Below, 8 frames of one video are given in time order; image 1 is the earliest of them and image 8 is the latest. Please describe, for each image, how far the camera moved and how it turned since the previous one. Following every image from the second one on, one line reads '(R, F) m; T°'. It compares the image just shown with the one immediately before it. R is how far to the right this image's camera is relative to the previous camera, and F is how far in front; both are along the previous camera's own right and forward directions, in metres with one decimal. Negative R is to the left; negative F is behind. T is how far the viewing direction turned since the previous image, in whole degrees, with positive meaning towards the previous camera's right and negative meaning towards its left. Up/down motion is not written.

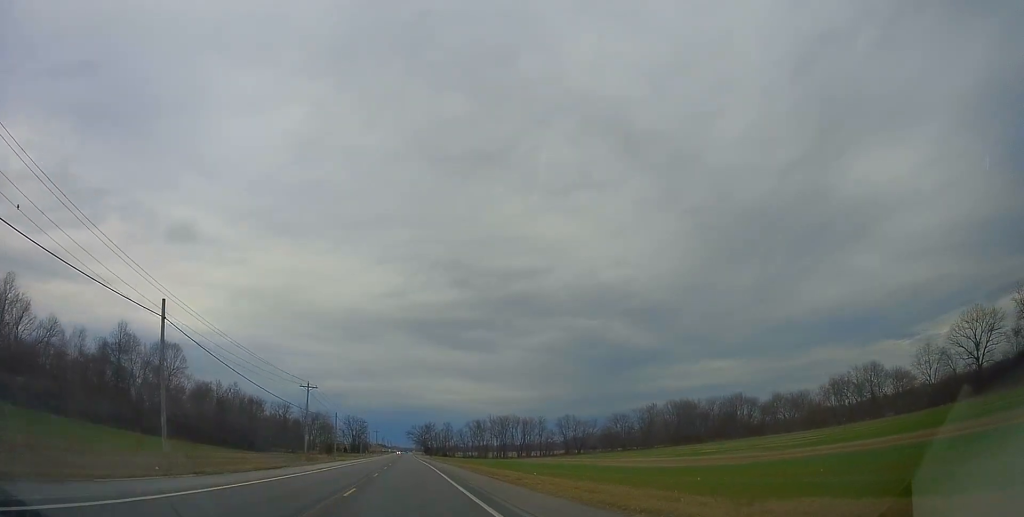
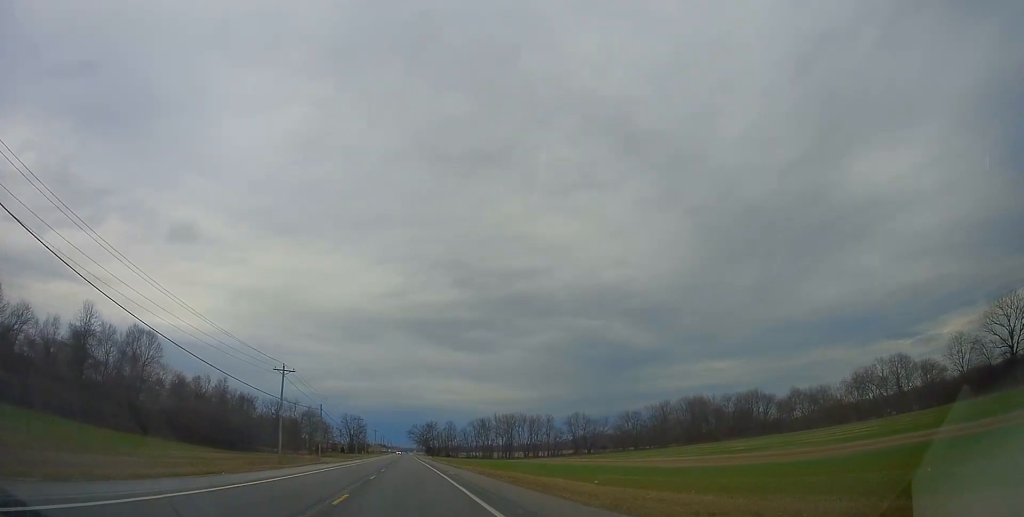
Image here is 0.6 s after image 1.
(0.0, +15.5) m; 0°
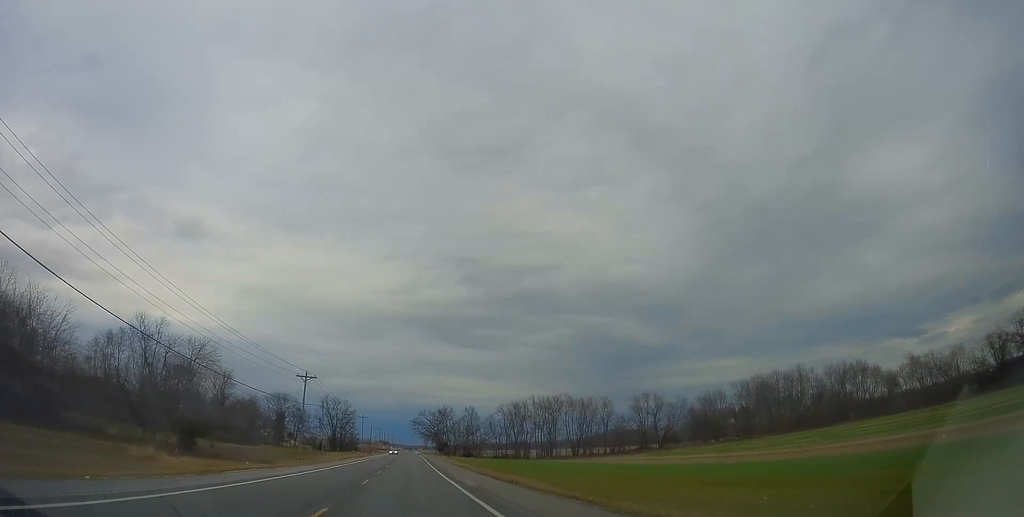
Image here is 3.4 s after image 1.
(+0.6, +78.4) m; -1°
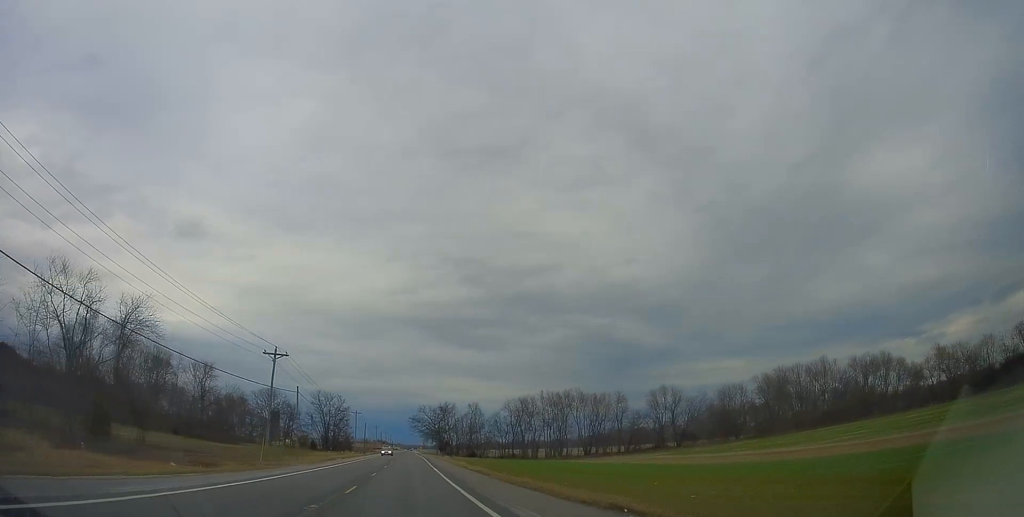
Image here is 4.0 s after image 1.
(-0.3, +15.7) m; -2°
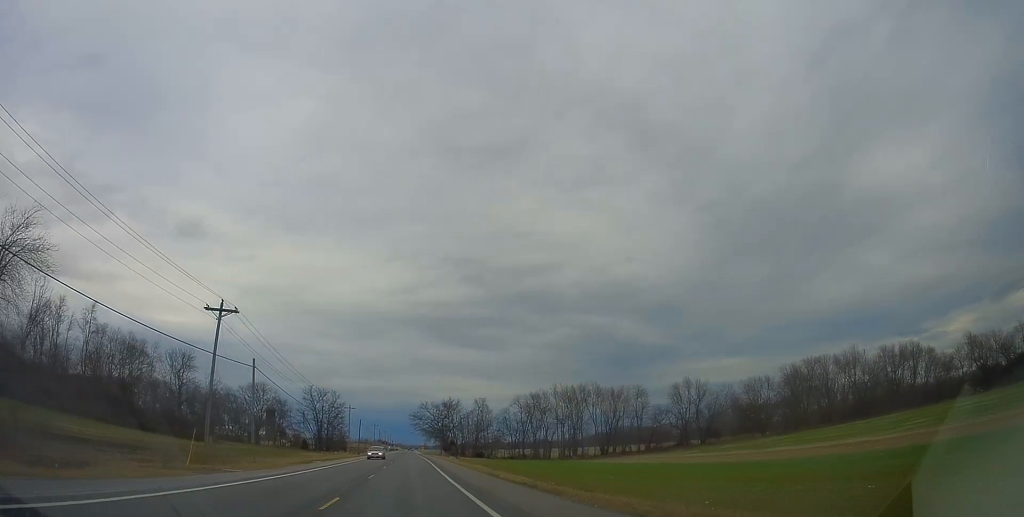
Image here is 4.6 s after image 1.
(-0.3, +16.5) m; 0°
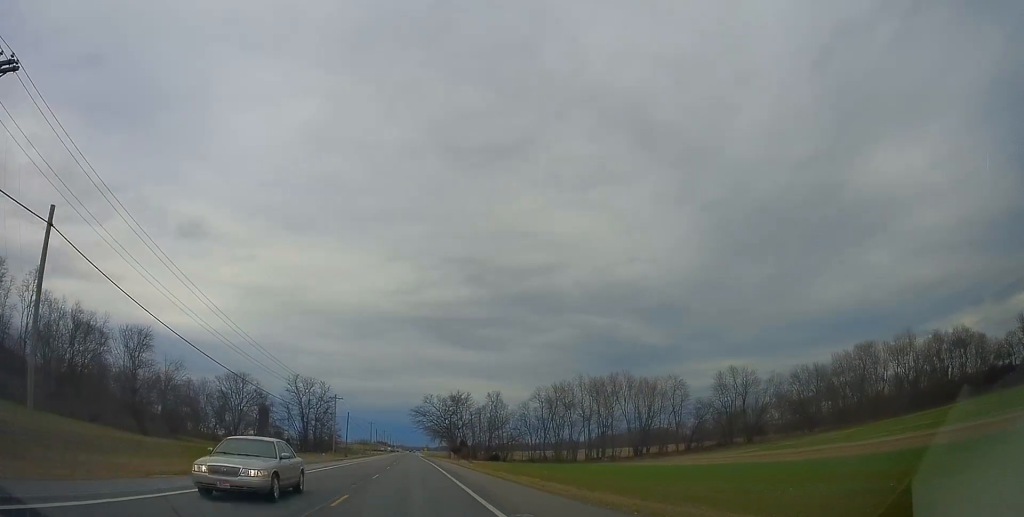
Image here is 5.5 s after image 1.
(-0.1, +25.6) m; +1°
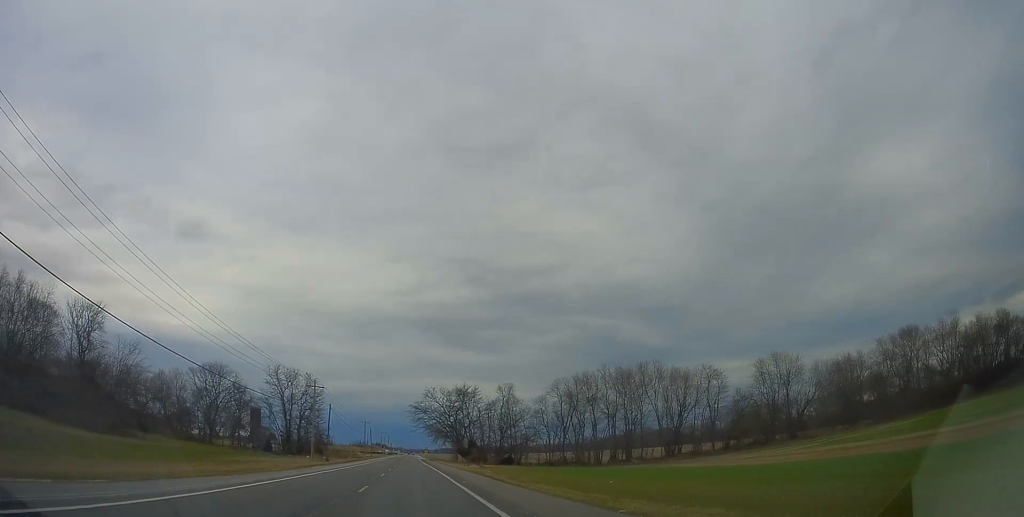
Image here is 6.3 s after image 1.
(+0.5, +20.1) m; +2°
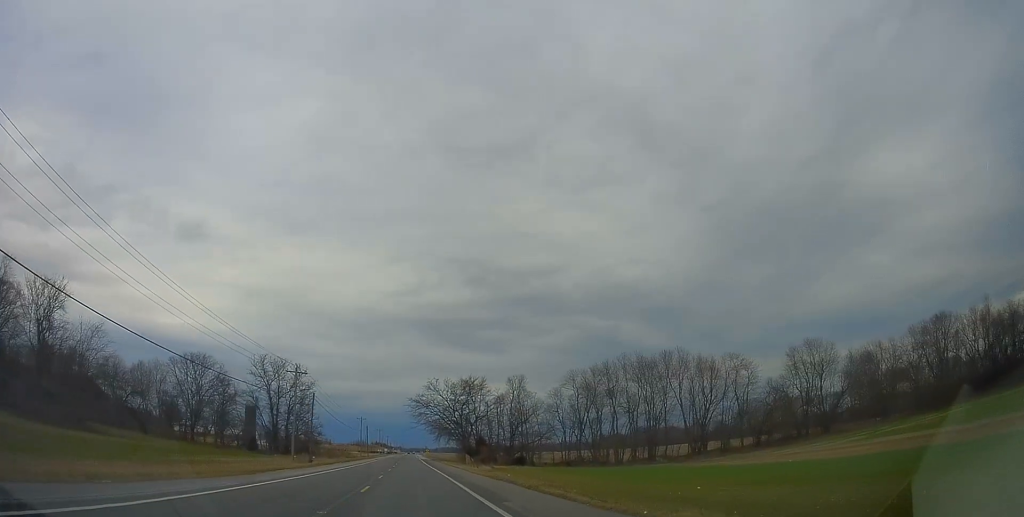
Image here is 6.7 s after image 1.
(+0.2, +12.8) m; 0°
